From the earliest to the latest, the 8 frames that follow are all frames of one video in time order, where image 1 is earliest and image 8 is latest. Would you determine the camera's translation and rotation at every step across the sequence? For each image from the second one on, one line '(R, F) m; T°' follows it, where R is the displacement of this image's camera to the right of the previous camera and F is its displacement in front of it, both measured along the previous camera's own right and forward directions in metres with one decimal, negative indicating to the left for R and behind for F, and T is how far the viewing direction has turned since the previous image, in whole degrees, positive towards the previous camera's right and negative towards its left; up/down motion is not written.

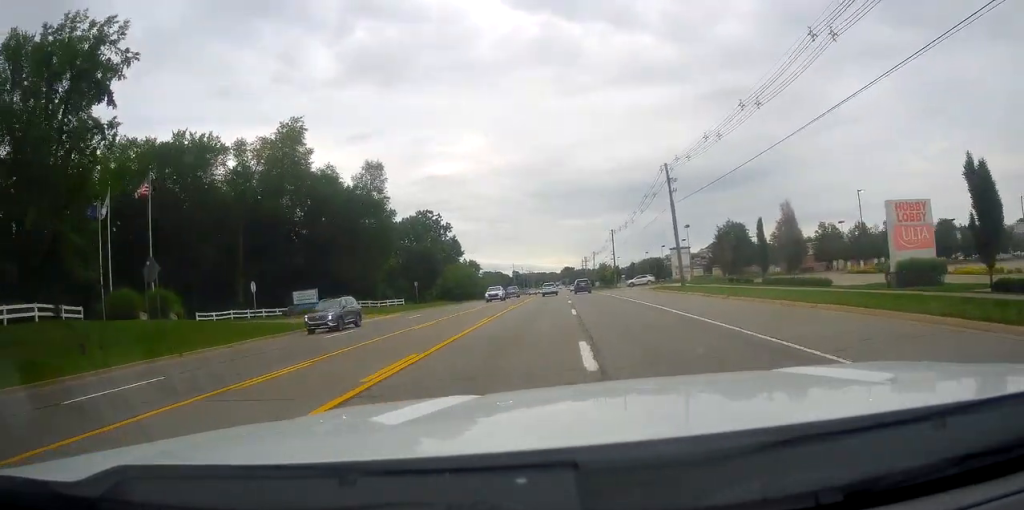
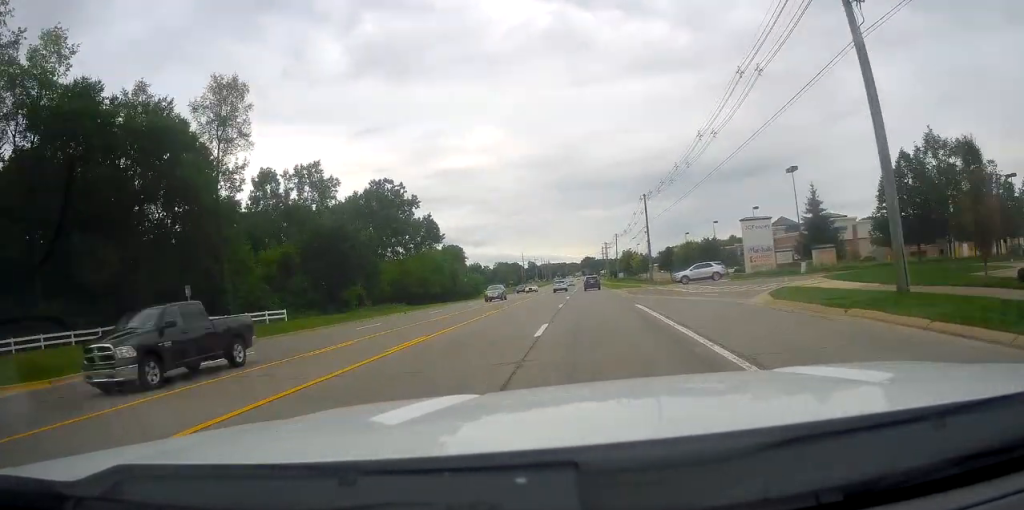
(0.0, +37.6) m; 0°
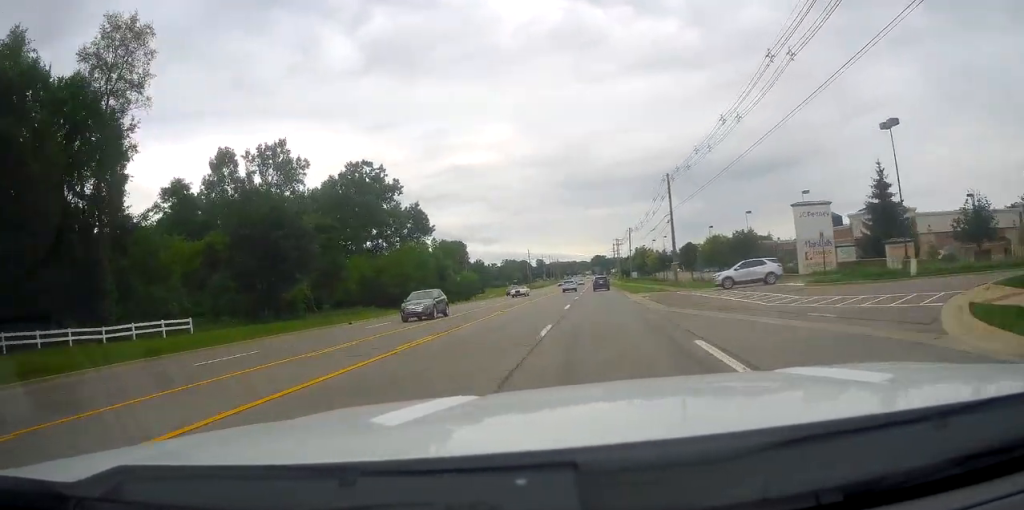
(0.0, +13.7) m; 0°
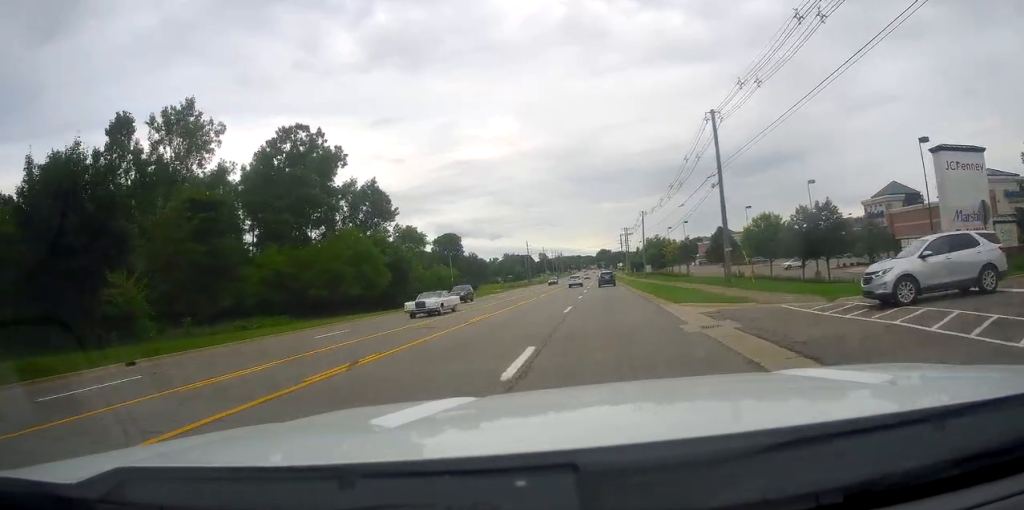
(0.0, +21.0) m; 0°
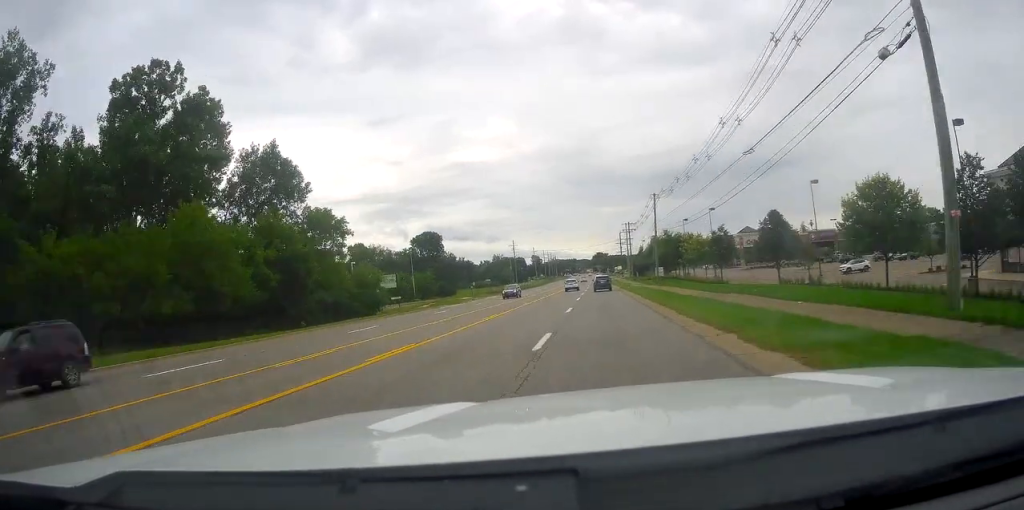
(-0.2, +25.9) m; -1°
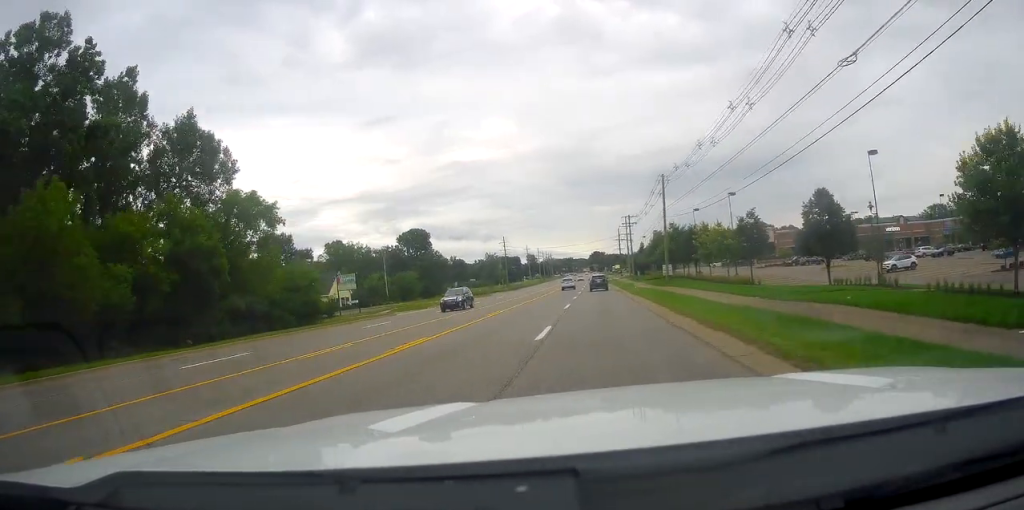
(-0.2, +13.3) m; -1°
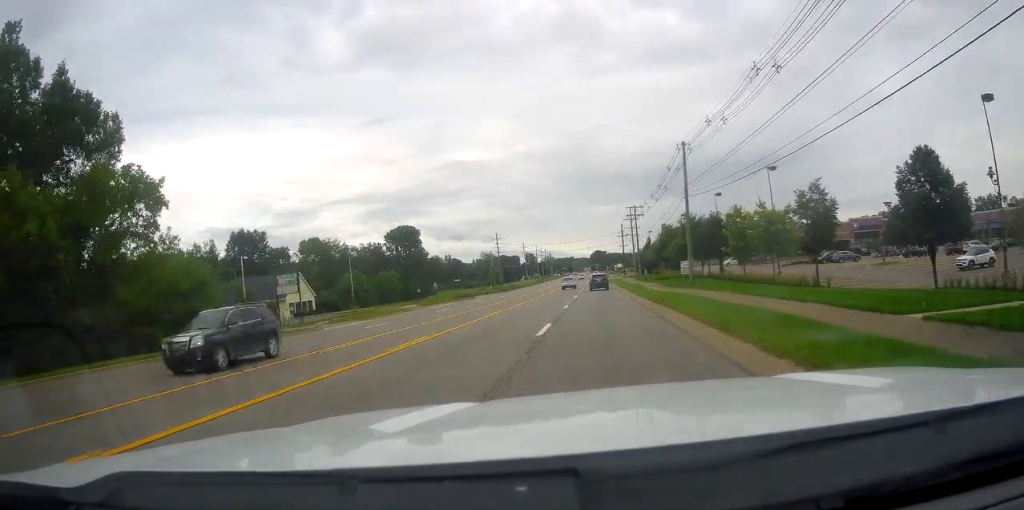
(-0.1, +15.1) m; 0°
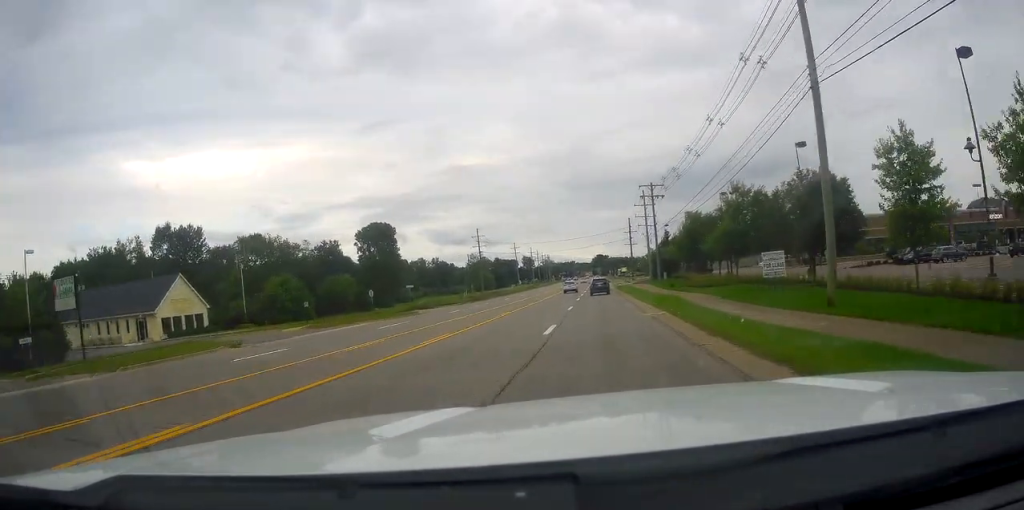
(+0.4, +29.2) m; +1°
